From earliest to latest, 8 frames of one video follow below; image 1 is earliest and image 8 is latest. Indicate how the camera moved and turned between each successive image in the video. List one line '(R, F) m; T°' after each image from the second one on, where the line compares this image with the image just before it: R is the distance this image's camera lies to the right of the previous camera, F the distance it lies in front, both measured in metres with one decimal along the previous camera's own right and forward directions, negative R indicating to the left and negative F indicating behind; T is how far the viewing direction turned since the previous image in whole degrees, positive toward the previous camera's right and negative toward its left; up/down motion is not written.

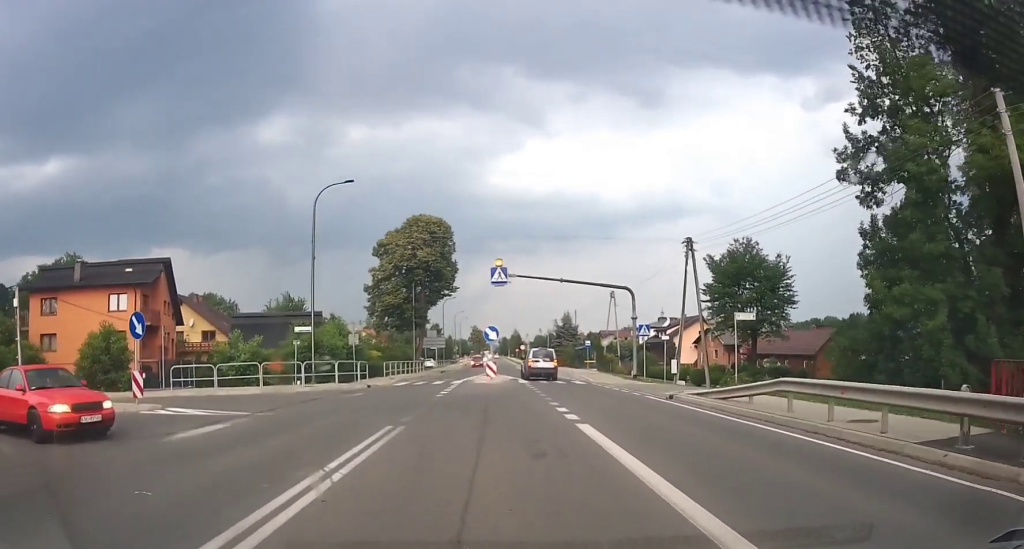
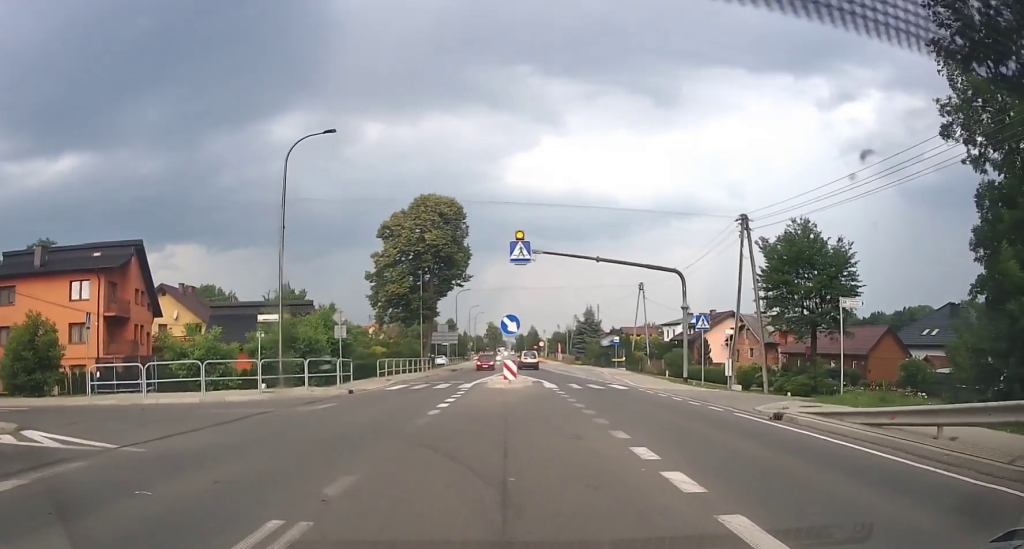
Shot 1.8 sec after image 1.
(0.0, +5.1) m; -3°
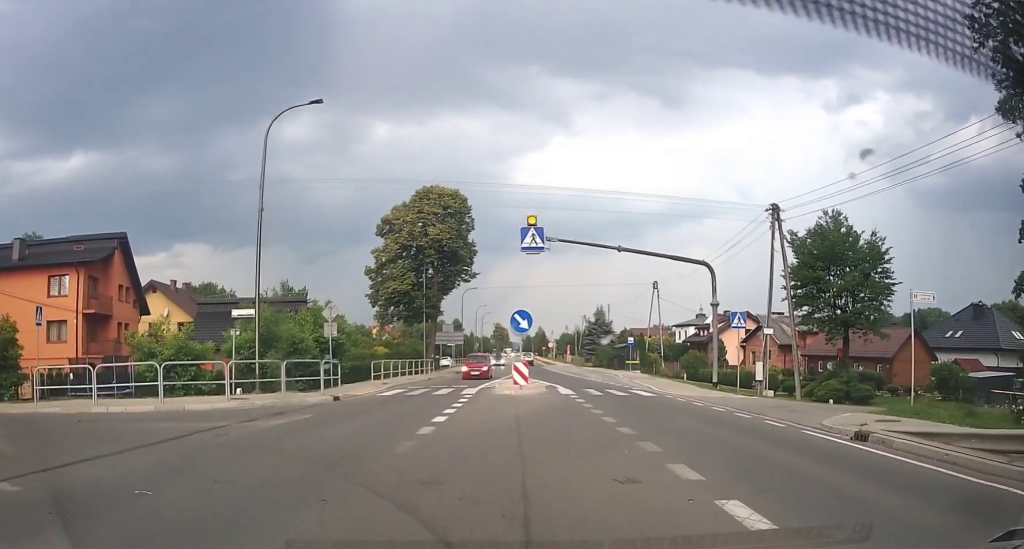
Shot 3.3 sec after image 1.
(-0.2, +2.4) m; -4°
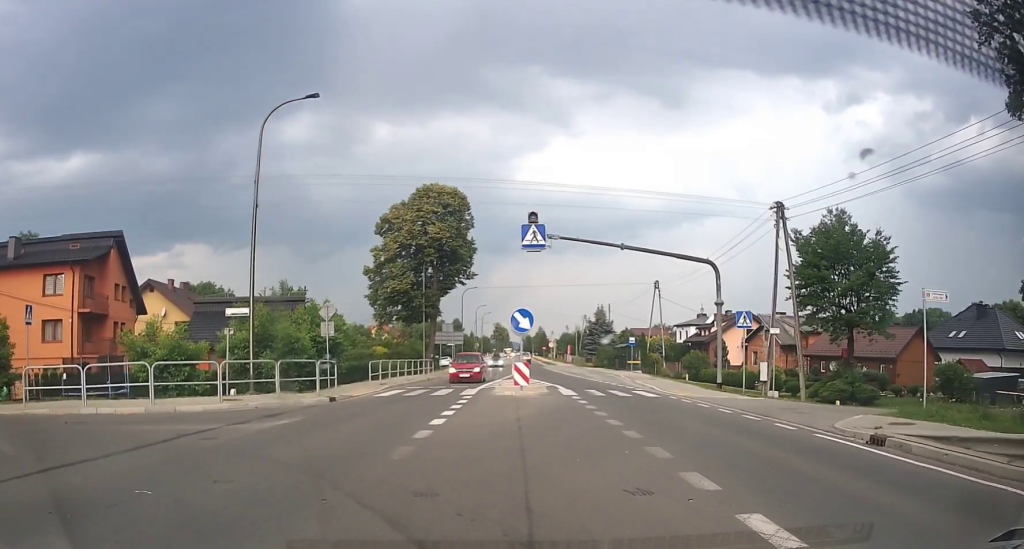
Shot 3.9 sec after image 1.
(0.0, +0.5) m; 0°
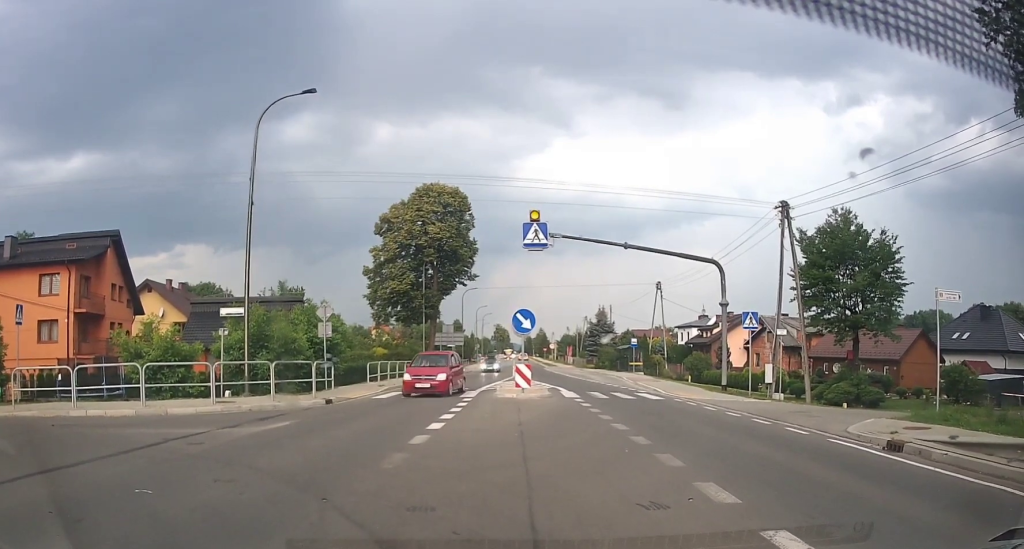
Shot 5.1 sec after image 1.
(0.0, +0.4) m; 0°
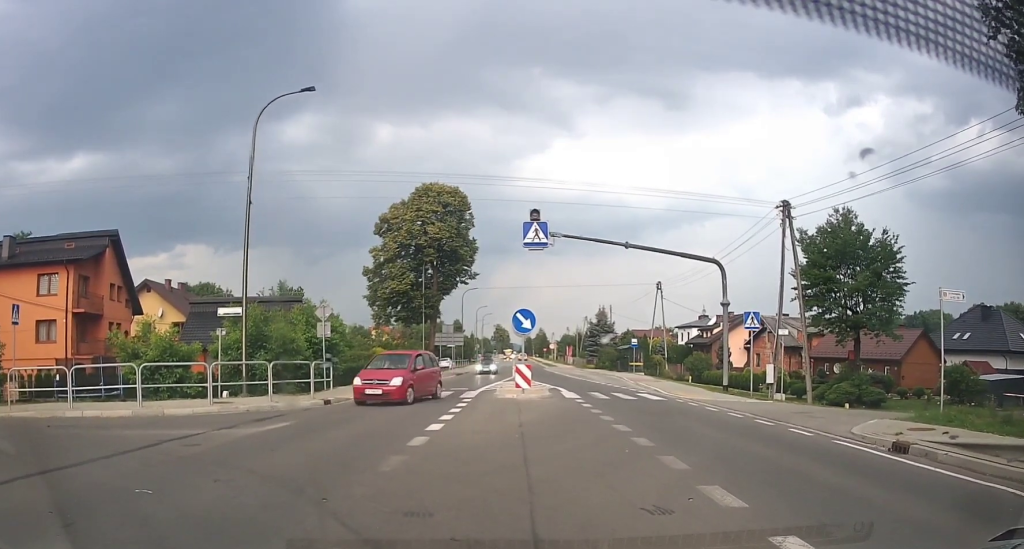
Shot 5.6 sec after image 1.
(0.0, 0.0) m; 0°
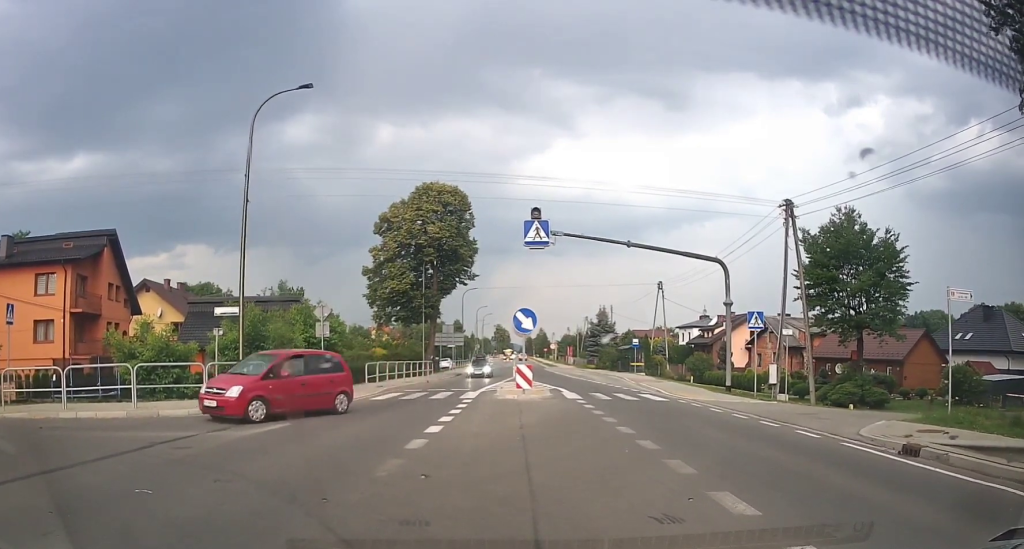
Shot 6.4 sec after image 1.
(0.0, 0.0) m; 0°
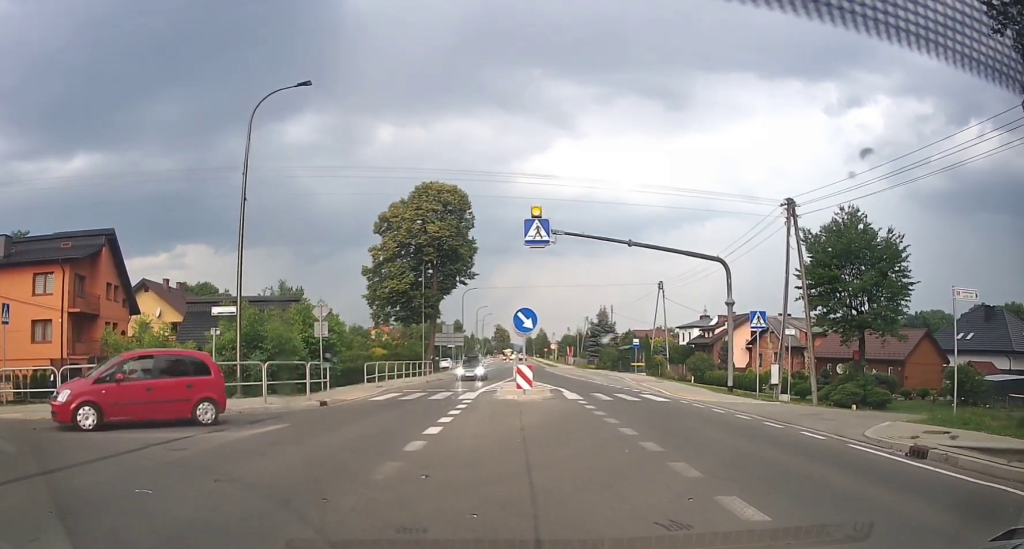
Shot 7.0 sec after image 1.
(0.0, 0.0) m; 0°
